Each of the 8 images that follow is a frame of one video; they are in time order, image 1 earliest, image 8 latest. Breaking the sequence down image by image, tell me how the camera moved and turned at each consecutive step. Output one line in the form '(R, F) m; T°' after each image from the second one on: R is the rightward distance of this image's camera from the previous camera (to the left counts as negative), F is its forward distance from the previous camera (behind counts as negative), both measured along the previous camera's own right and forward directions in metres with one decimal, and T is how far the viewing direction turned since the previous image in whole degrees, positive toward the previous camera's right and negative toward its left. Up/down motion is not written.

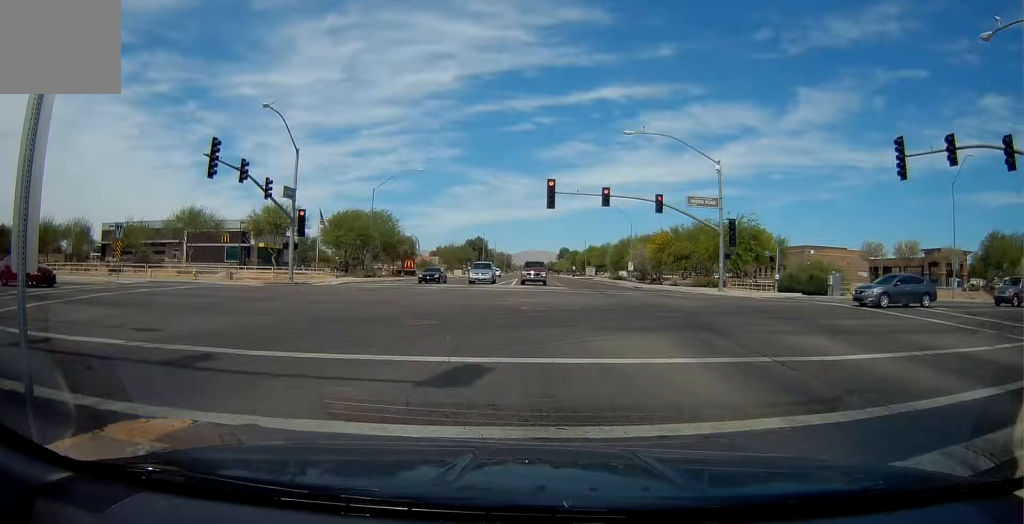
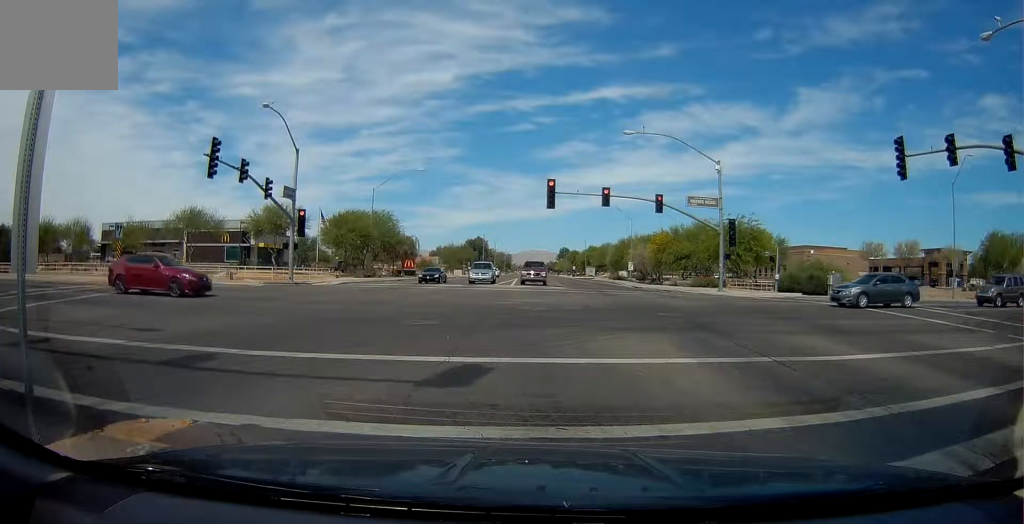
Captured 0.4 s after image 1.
(0.0, 0.0) m; 0°
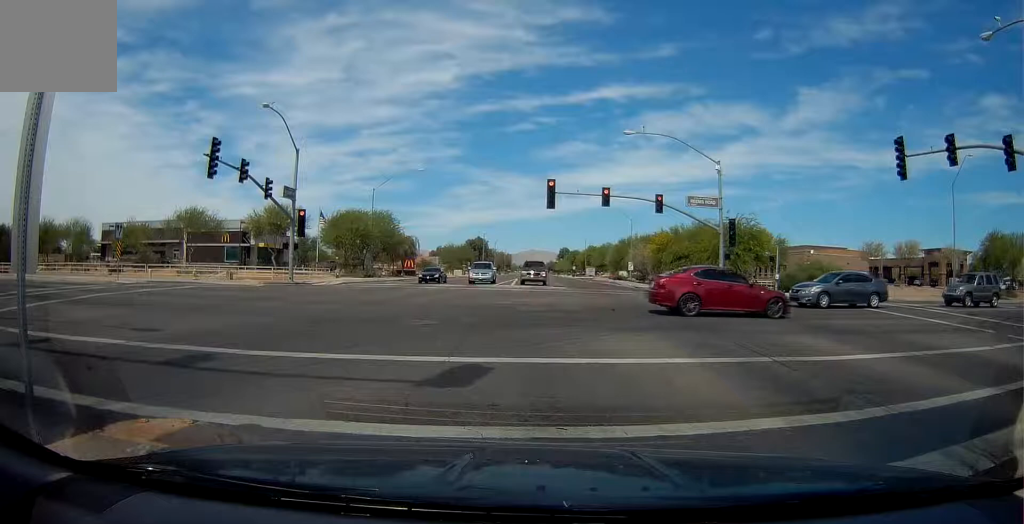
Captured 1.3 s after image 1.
(0.0, 0.0) m; 0°
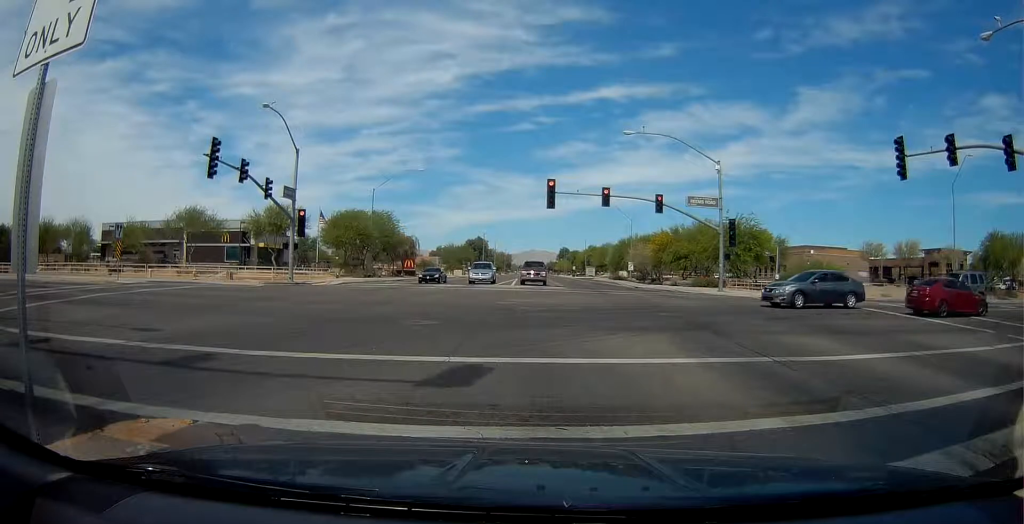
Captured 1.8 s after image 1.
(0.0, 0.0) m; 0°
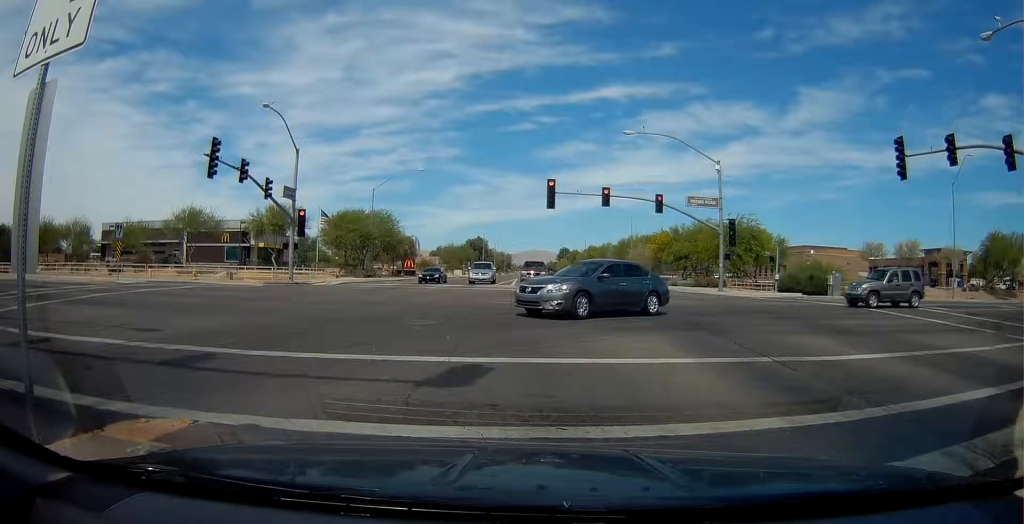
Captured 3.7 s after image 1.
(0.0, 0.0) m; 0°
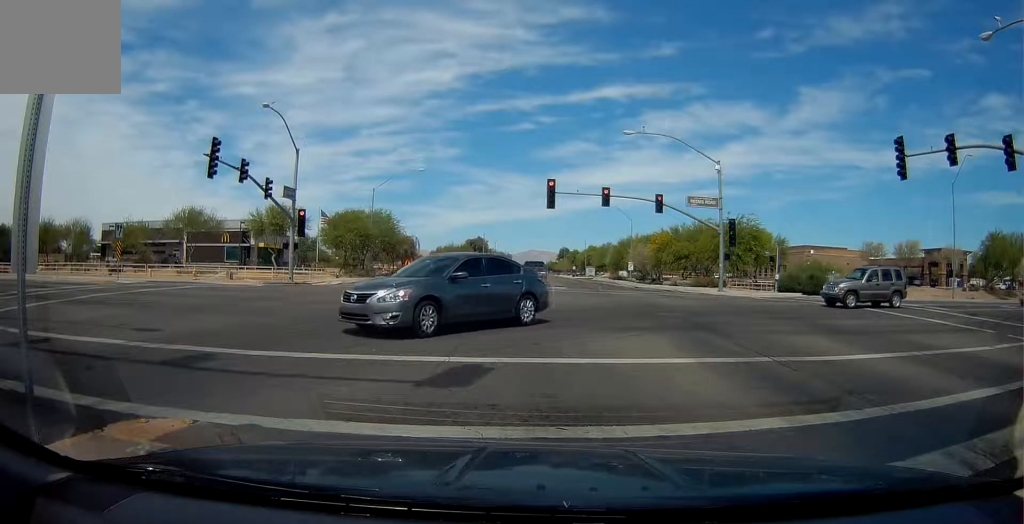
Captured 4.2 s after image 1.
(0.0, 0.0) m; 0°
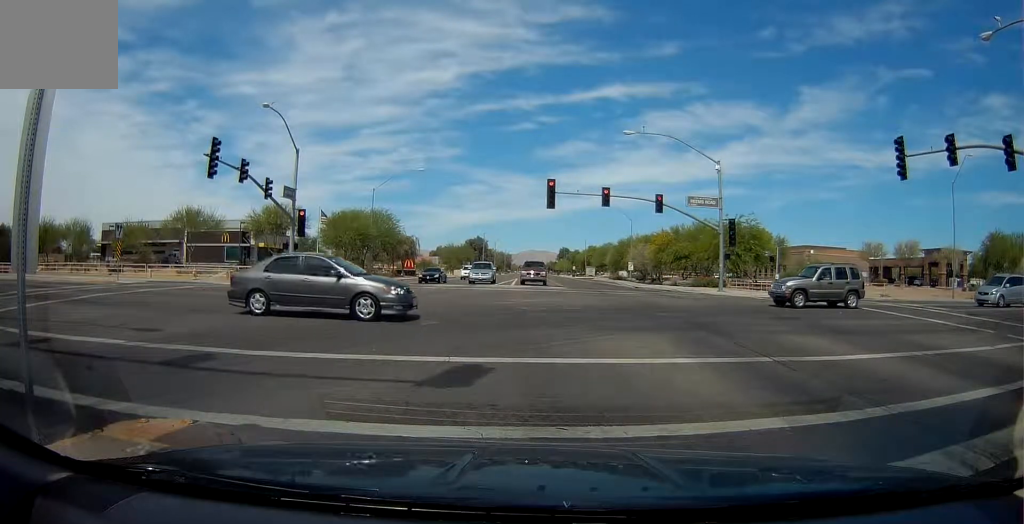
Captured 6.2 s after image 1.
(0.0, 0.0) m; 0°
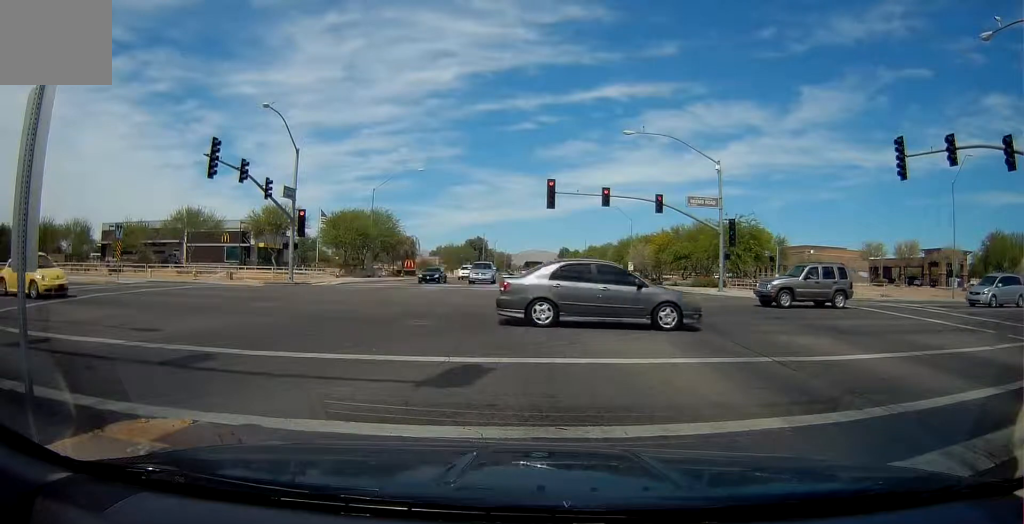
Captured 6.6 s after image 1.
(0.0, 0.0) m; 0°
